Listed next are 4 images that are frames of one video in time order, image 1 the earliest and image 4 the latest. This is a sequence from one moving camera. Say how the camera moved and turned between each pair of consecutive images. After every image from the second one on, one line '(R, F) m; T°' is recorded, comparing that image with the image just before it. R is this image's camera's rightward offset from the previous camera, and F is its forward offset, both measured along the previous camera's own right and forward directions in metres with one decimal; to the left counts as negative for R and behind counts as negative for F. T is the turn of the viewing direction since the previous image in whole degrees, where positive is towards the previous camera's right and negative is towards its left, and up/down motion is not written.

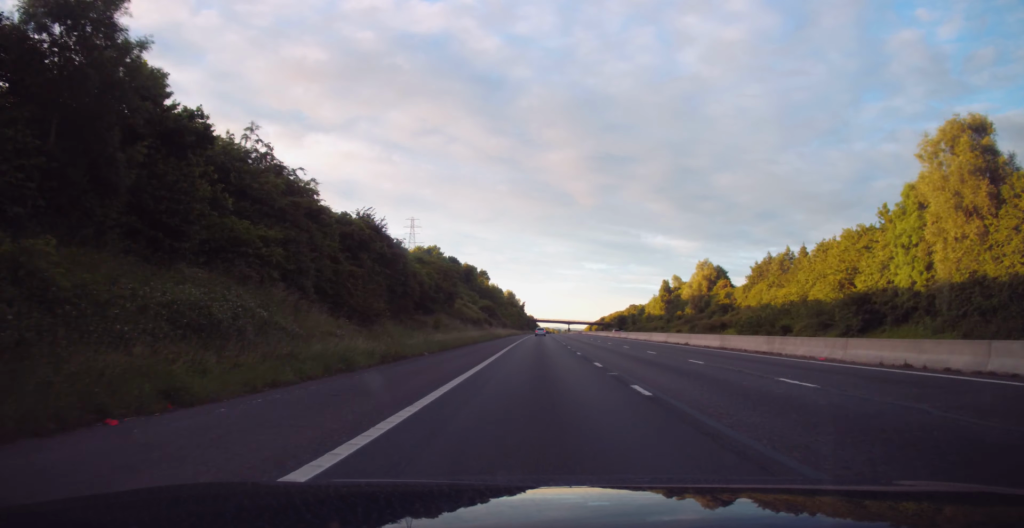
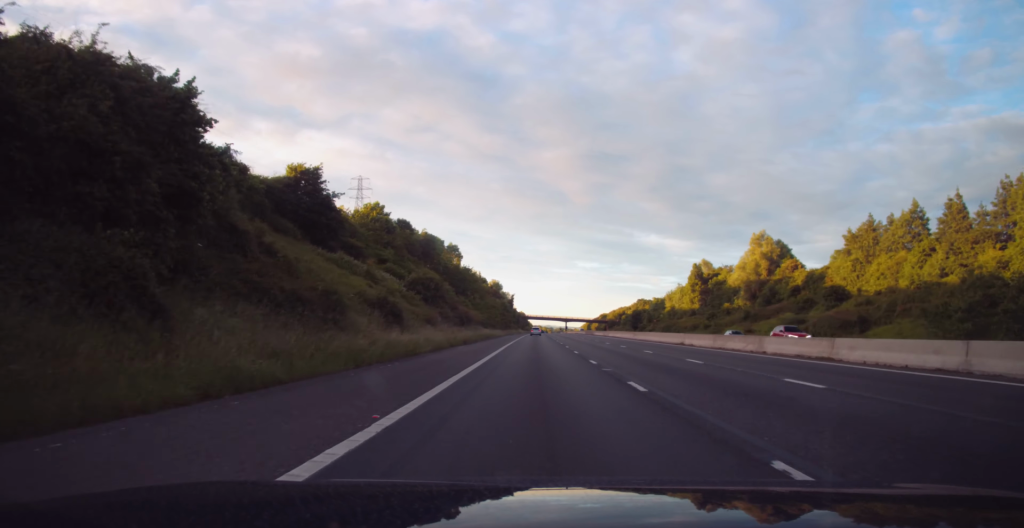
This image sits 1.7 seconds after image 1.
(+0.5, +55.5) m; +1°
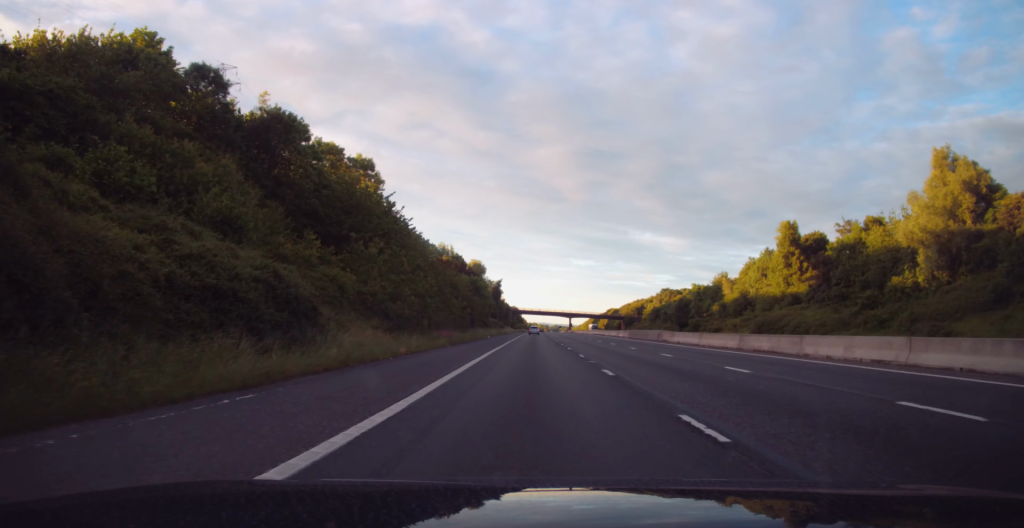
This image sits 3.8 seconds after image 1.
(+0.1, +69.6) m; 0°
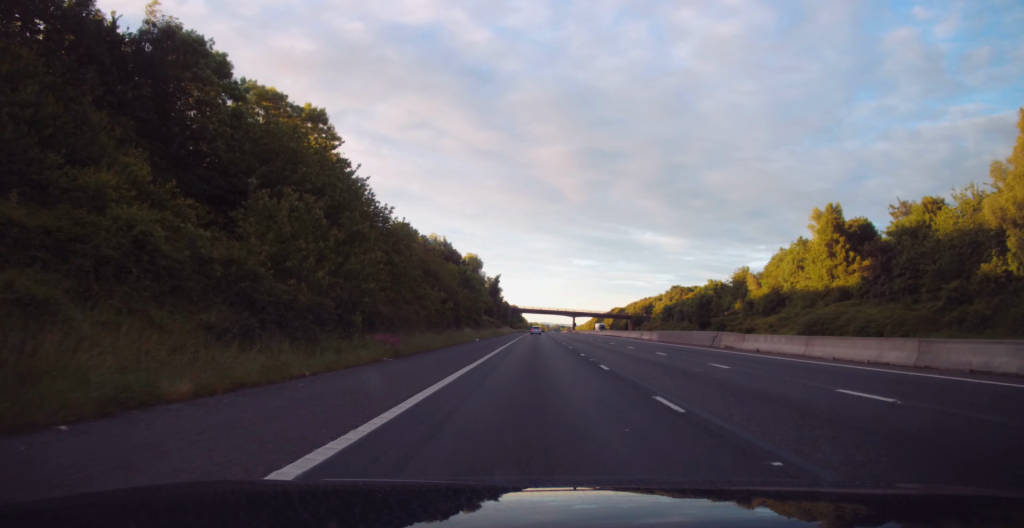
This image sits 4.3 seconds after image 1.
(-0.1, +16.3) m; 0°
